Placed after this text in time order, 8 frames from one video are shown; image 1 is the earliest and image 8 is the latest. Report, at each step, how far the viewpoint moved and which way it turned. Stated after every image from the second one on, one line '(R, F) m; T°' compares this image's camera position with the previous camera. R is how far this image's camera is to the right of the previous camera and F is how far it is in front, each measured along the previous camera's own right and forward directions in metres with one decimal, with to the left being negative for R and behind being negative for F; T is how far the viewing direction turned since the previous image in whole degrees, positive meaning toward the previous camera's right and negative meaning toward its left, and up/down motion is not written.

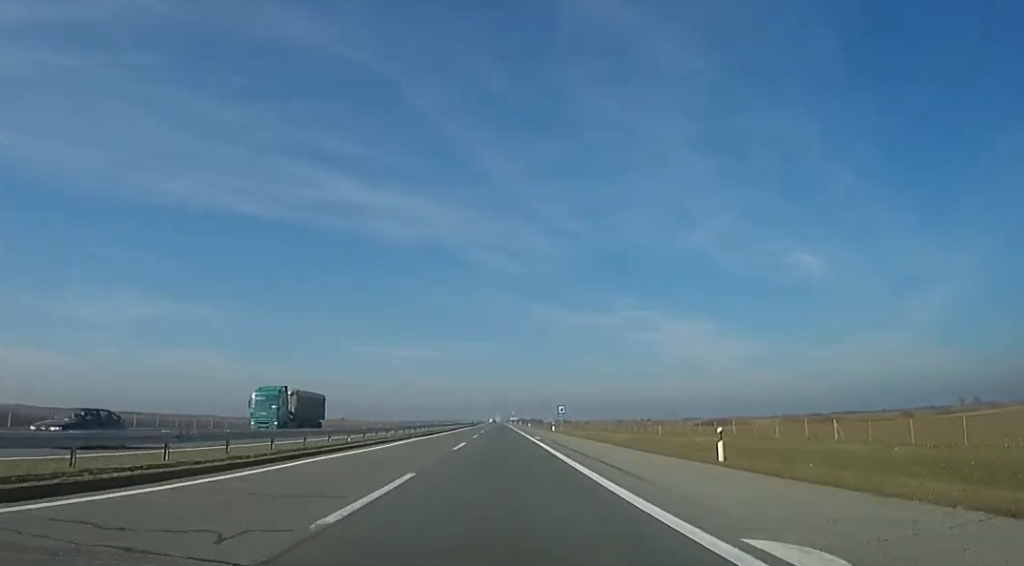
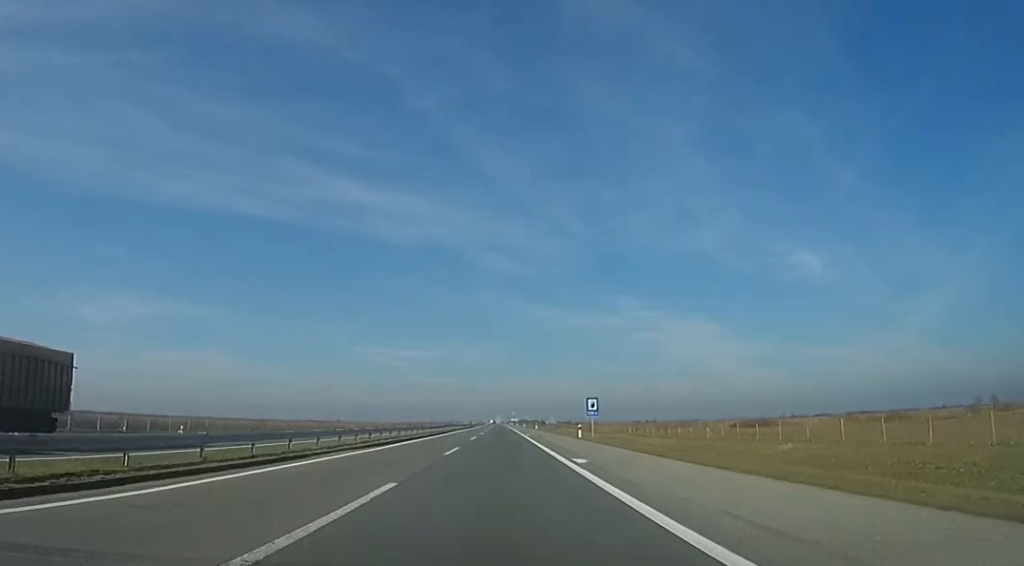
(+0.5, +21.9) m; 0°
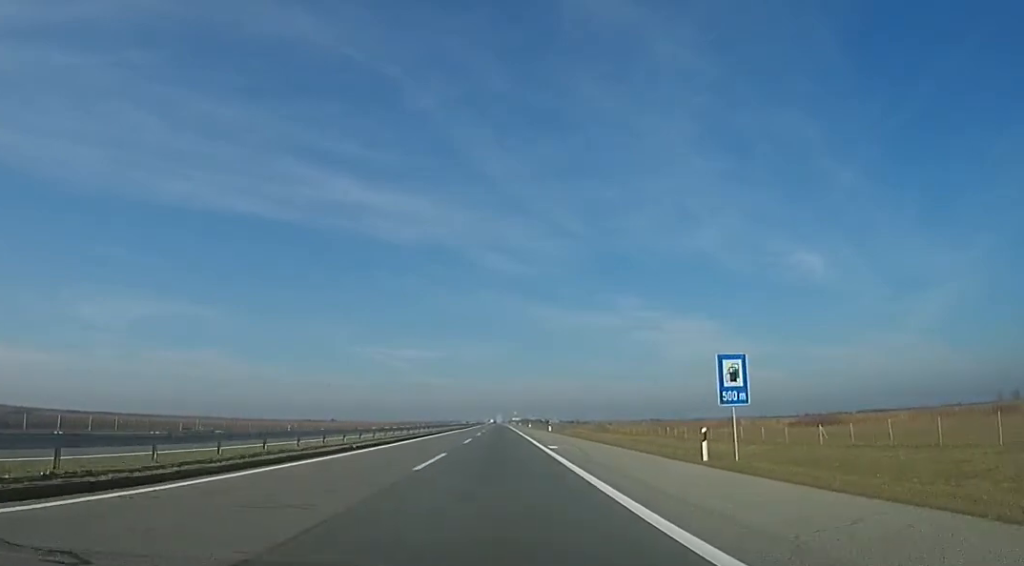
(-0.8, +26.5) m; -2°
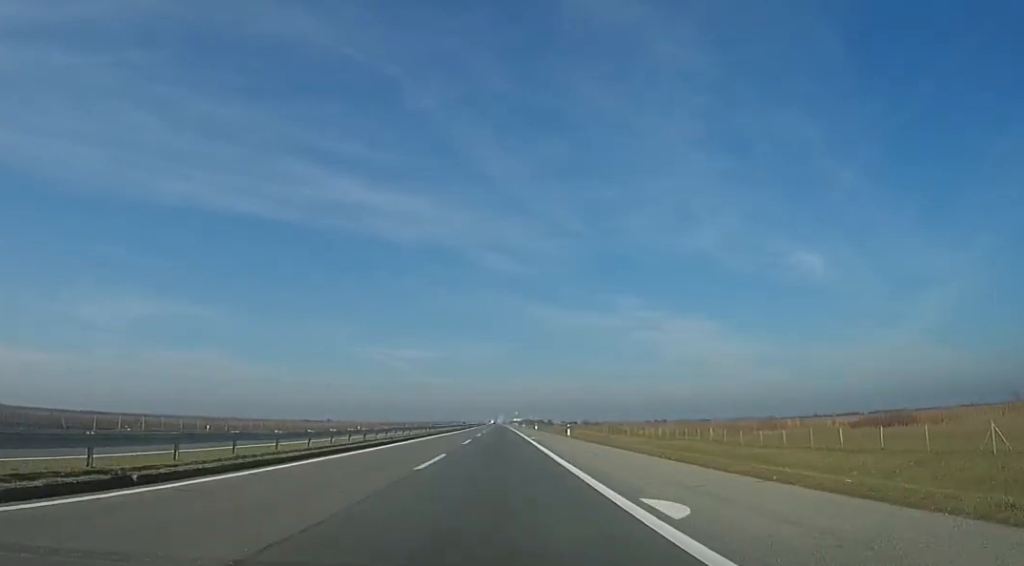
(-0.2, +18.7) m; +1°
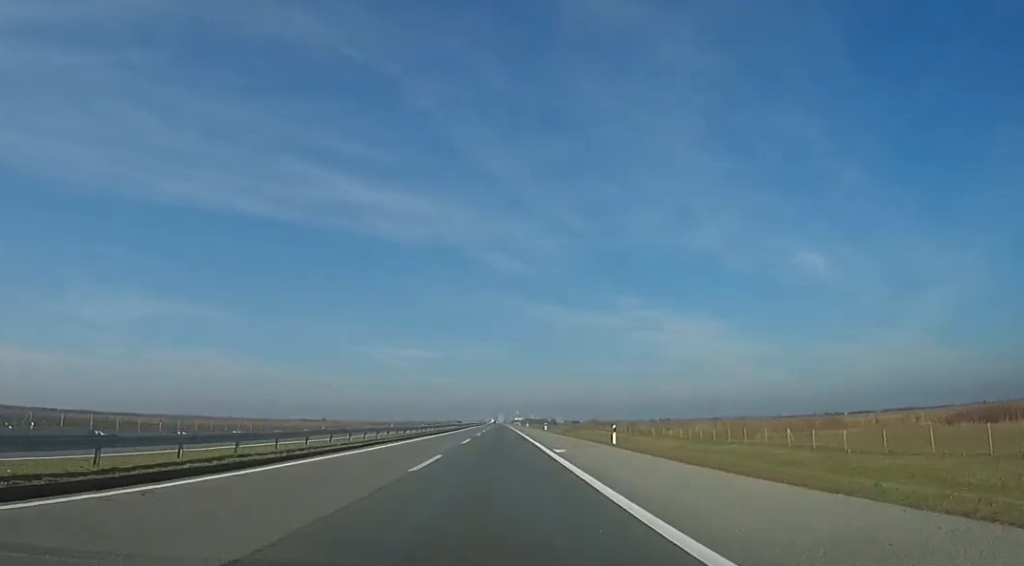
(-0.1, +19.7) m; +1°
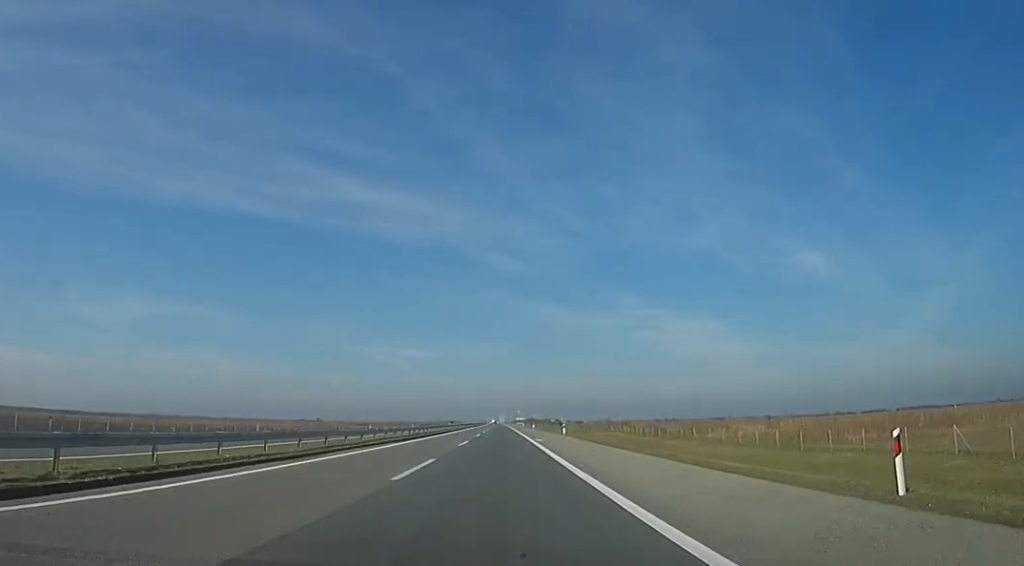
(+0.6, +21.2) m; +1°
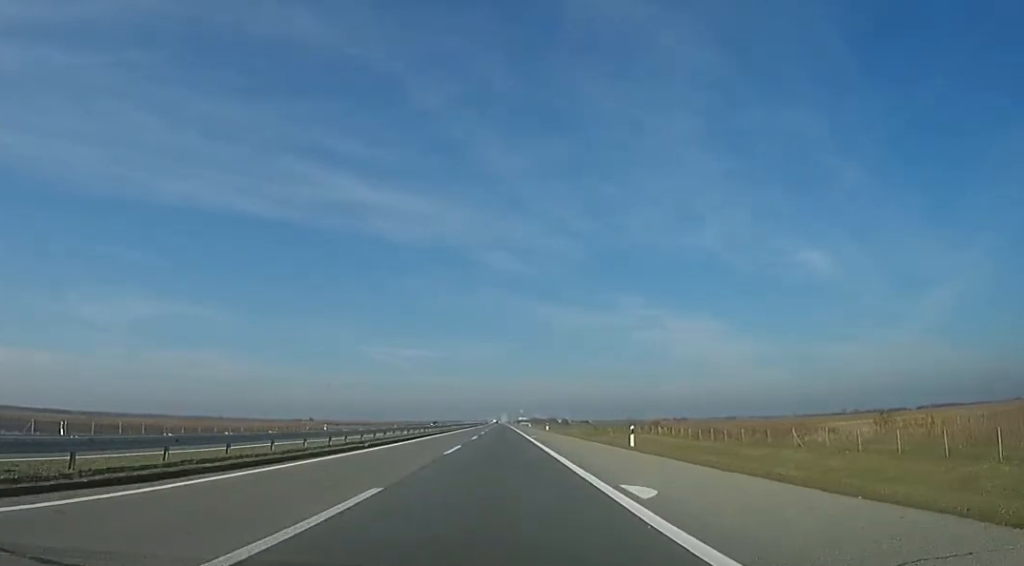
(+0.1, +27.4) m; -1°
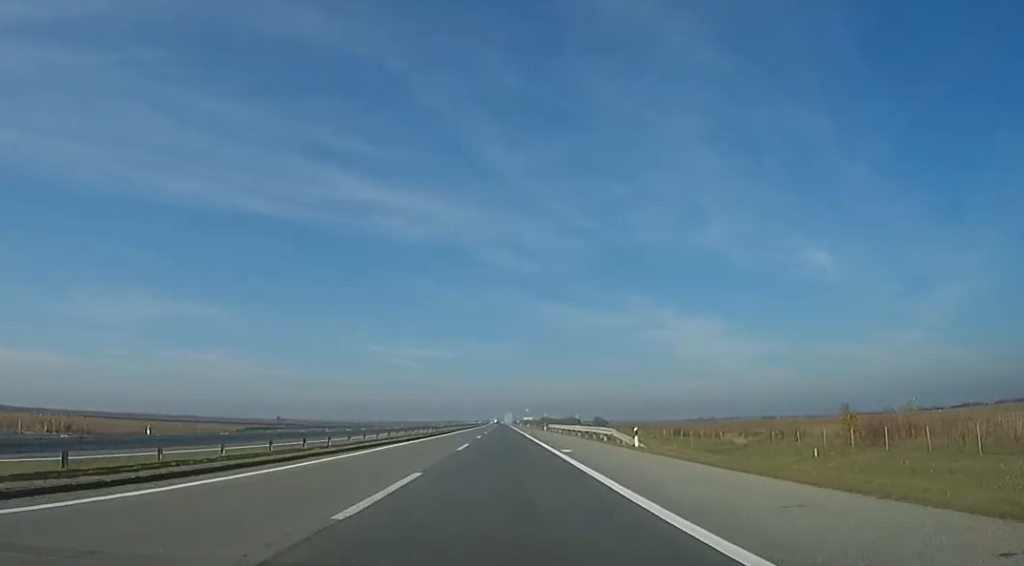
(-1.0, +91.5) m; 0°
